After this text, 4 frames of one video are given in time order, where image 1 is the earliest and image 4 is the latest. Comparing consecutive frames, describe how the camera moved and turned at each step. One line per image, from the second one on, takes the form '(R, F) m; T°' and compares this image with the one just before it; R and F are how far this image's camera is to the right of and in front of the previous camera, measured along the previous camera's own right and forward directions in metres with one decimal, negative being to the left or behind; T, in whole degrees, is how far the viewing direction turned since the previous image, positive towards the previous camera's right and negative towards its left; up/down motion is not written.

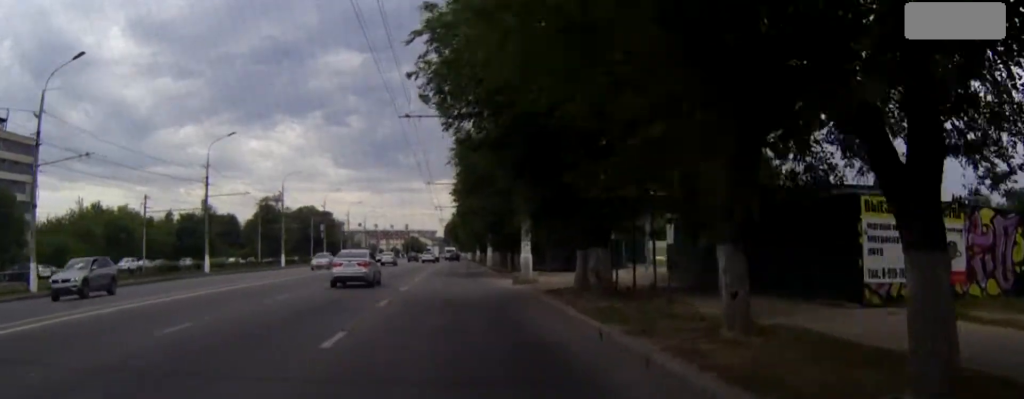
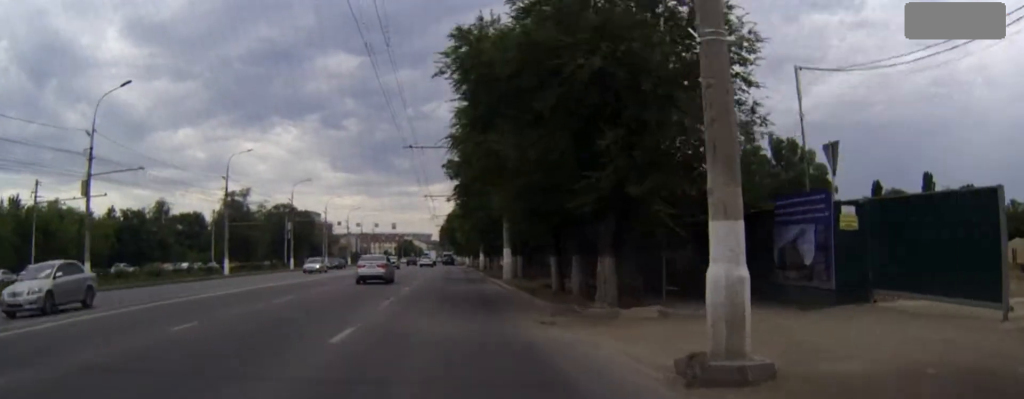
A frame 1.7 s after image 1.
(+0.1, +23.0) m; 0°
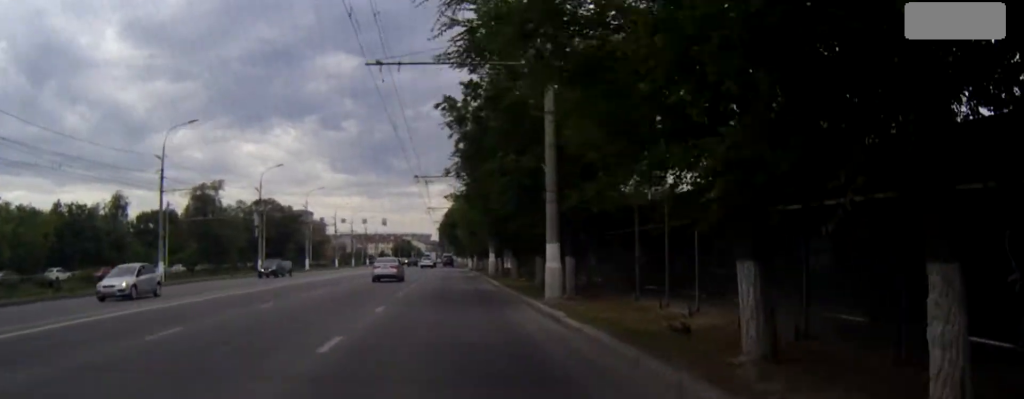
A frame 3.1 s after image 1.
(-0.1, +17.2) m; 0°
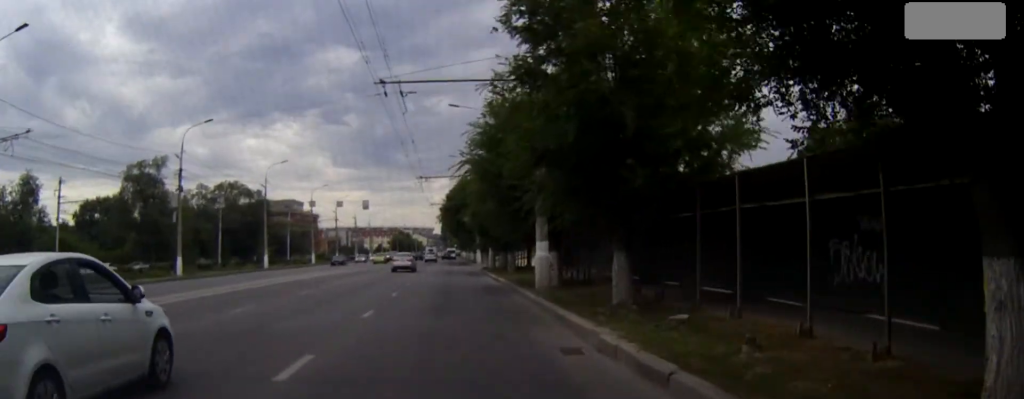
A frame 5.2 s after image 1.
(0.0, +27.2) m; 0°
